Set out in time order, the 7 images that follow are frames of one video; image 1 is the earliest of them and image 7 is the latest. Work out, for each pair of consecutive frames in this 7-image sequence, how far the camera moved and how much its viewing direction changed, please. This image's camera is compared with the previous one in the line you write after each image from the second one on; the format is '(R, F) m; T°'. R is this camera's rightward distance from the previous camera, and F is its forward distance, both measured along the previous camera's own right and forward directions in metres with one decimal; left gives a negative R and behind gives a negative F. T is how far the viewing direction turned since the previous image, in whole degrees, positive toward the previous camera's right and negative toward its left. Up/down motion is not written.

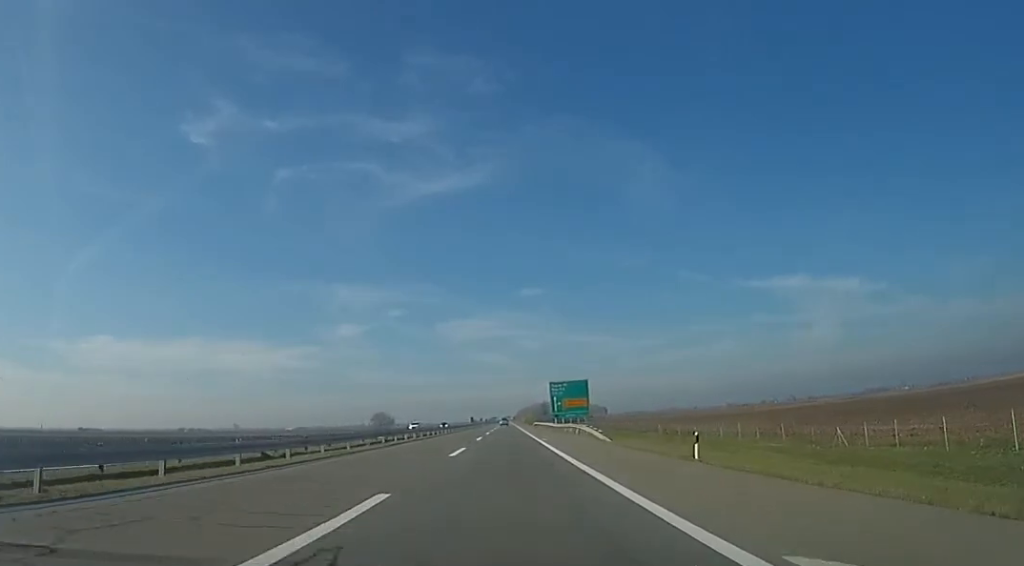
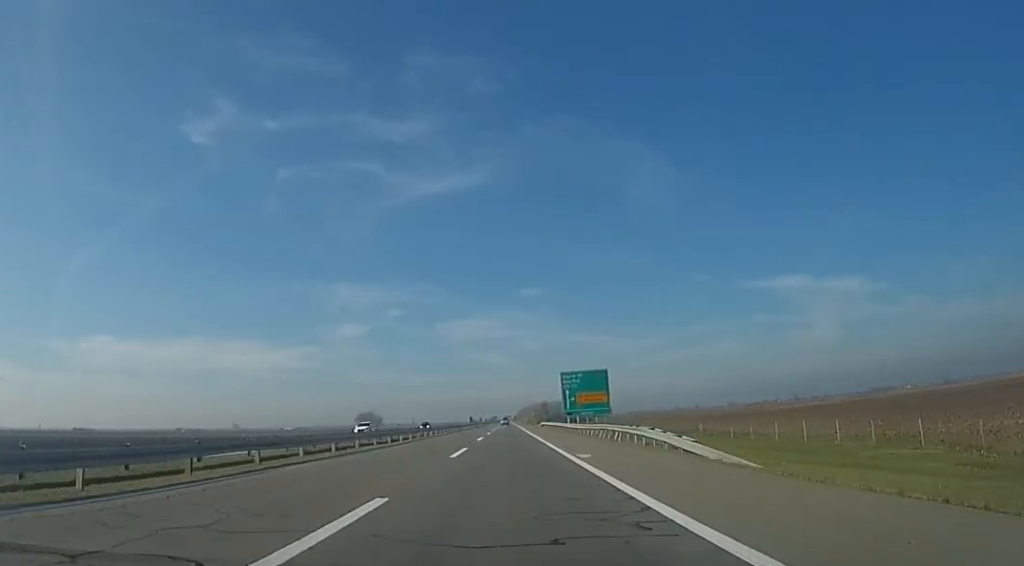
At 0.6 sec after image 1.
(+0.1, +19.0) m; +1°
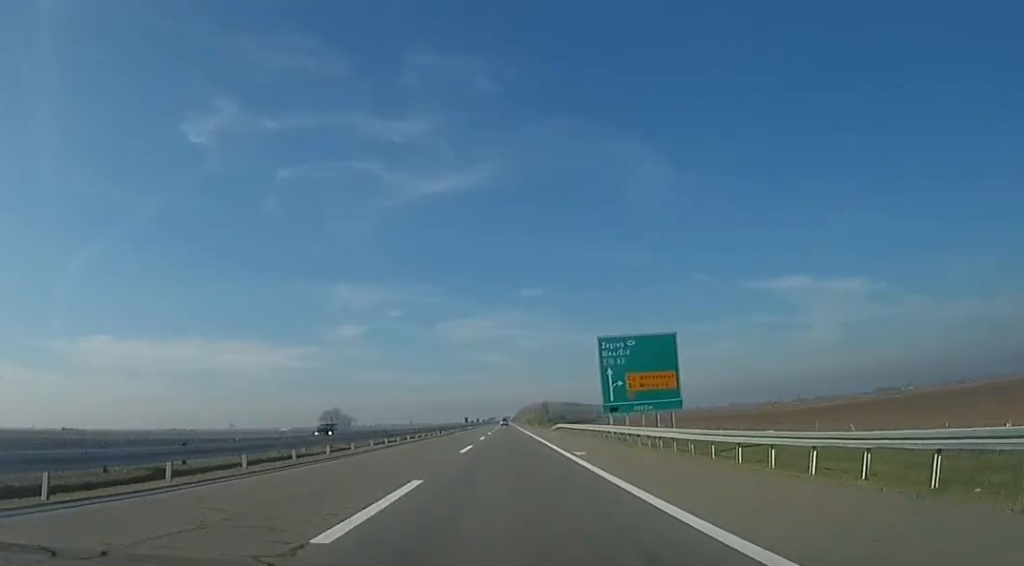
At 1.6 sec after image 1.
(+0.8, +33.2) m; -1°
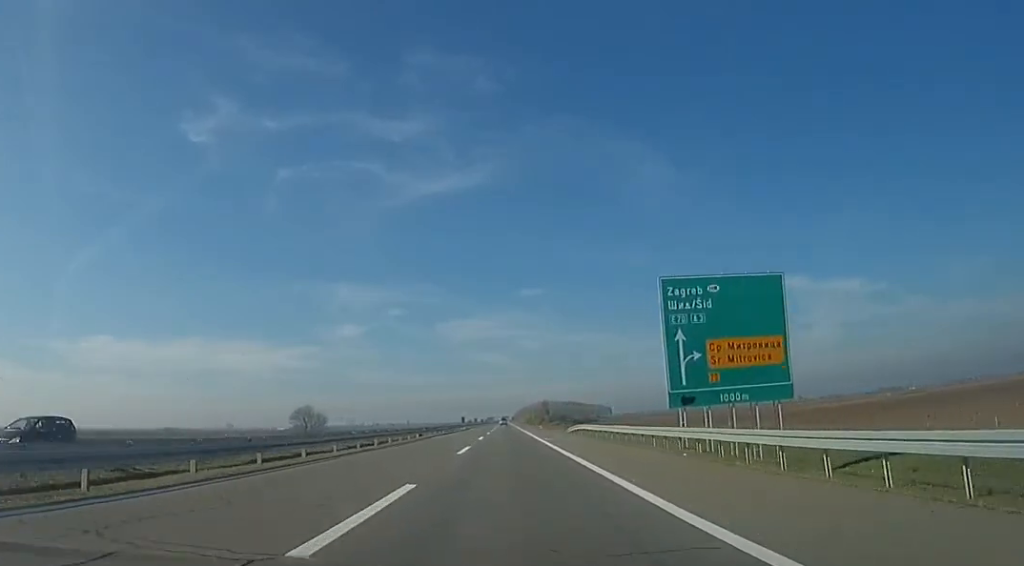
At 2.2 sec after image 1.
(-0.7, +19.1) m; -2°
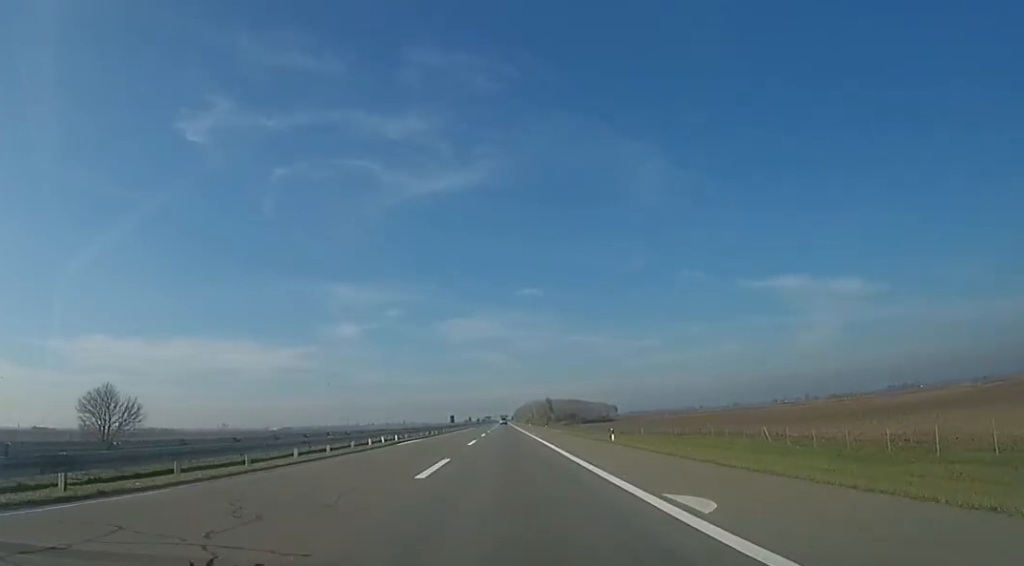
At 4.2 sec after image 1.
(+1.2, +64.7) m; +3°
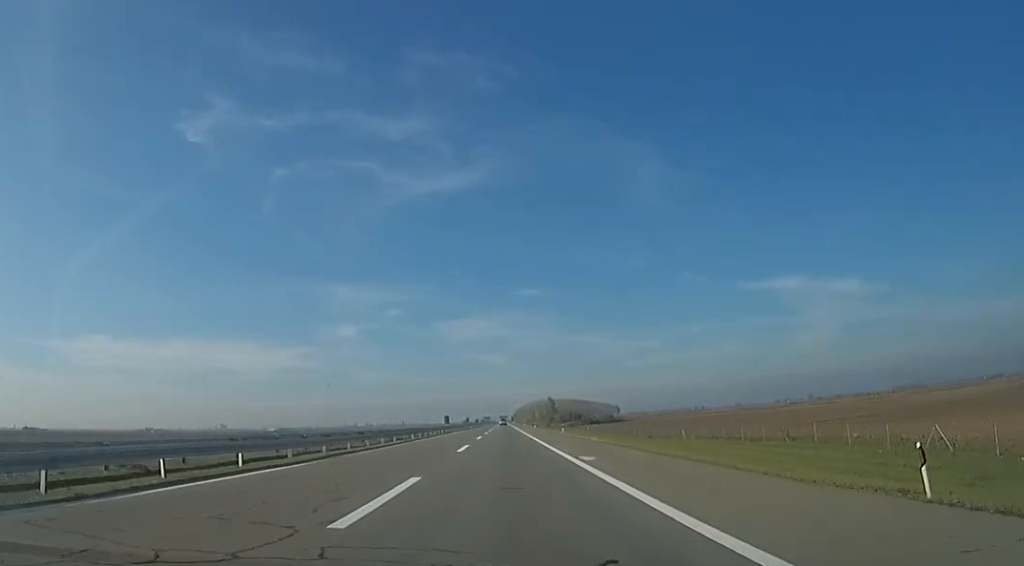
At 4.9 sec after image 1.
(+0.2, +24.4) m; 0°
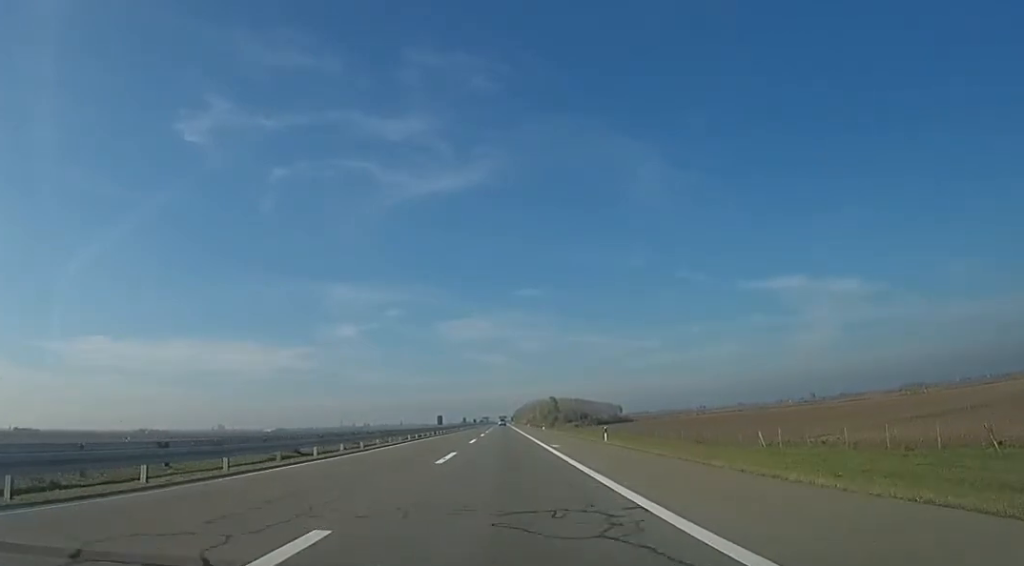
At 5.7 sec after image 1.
(0.0, +24.8) m; 0°
